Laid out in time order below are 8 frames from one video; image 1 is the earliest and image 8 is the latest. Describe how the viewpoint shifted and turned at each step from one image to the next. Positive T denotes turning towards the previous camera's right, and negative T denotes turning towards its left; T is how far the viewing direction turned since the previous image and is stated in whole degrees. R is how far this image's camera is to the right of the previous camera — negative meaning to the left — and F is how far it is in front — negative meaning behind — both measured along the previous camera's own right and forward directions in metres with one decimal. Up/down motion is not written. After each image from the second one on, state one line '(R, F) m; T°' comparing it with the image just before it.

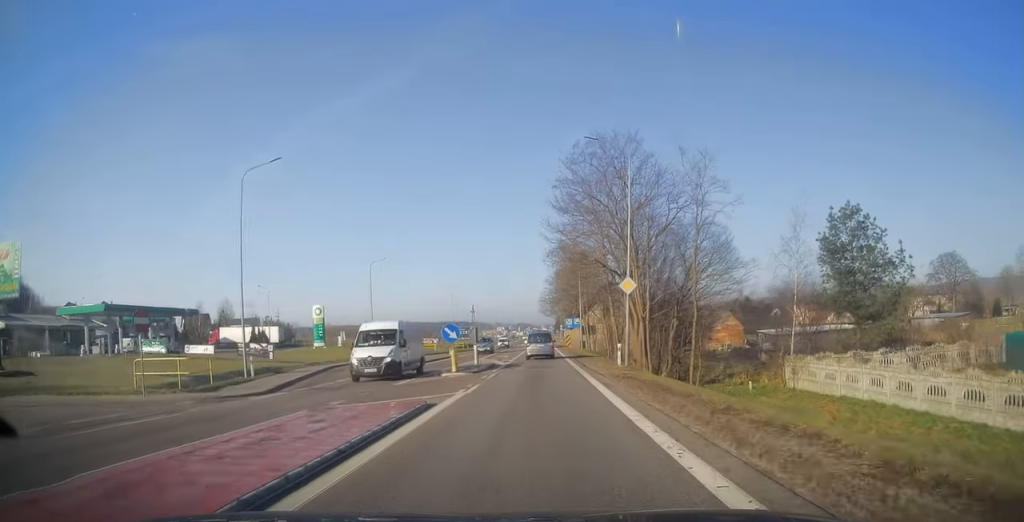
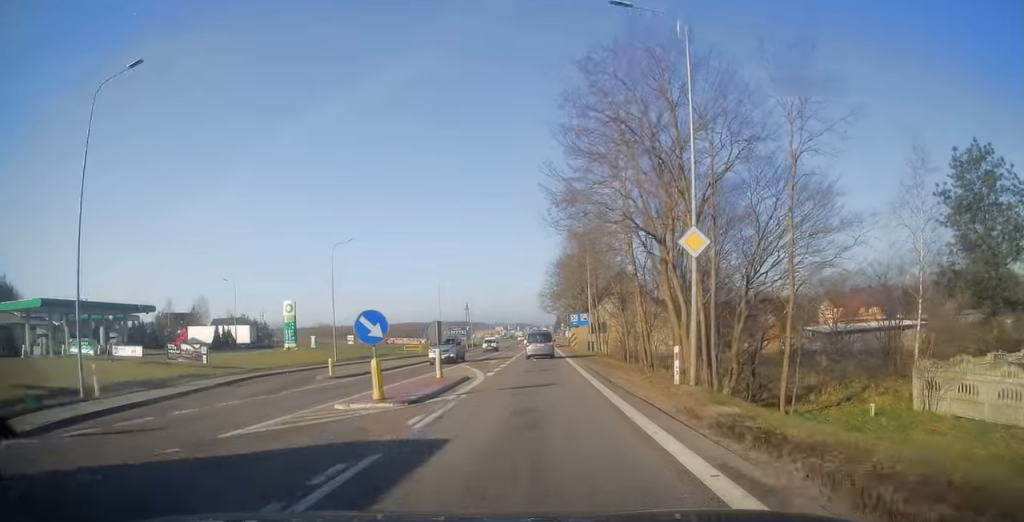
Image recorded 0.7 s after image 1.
(-0.1, +12.0) m; 0°
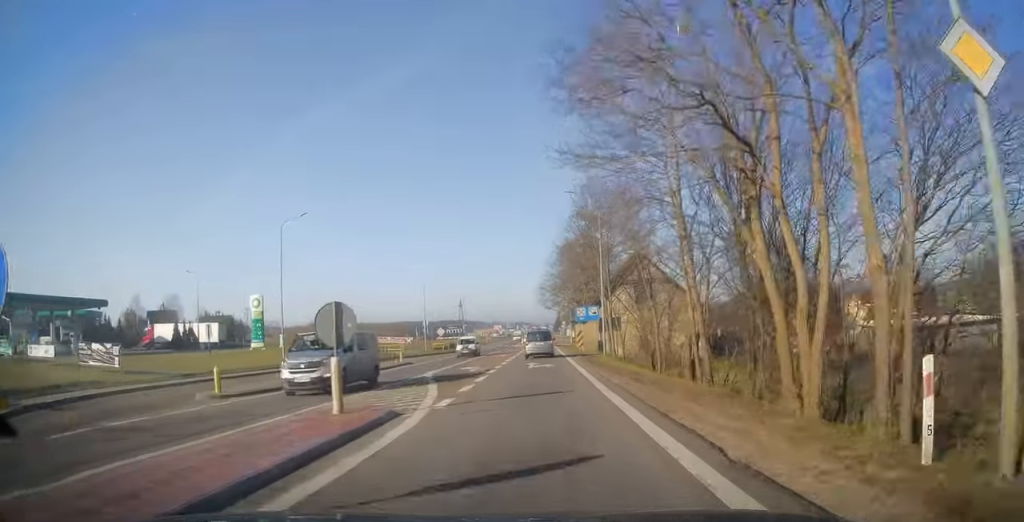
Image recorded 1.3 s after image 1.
(0.0, +10.8) m; 0°
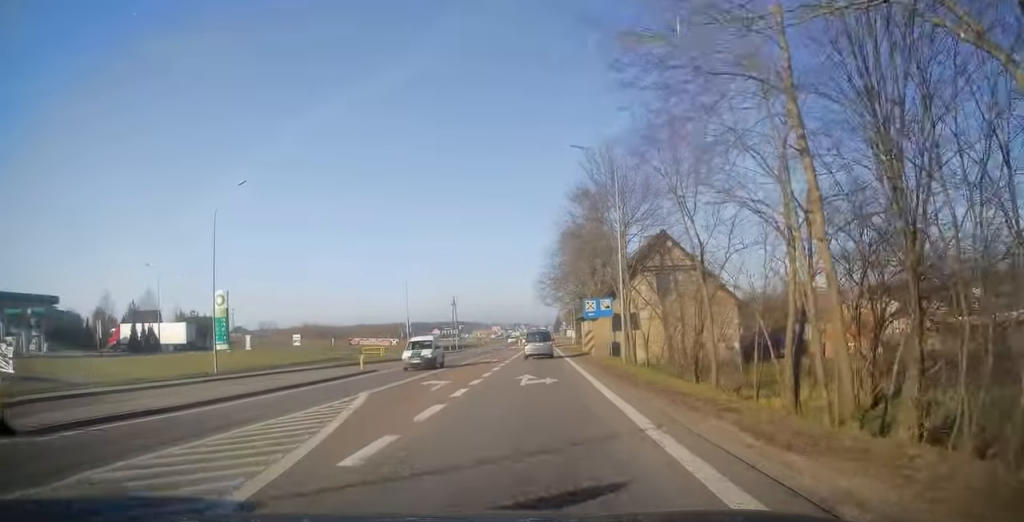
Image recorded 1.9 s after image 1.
(0.0, +9.3) m; 0°
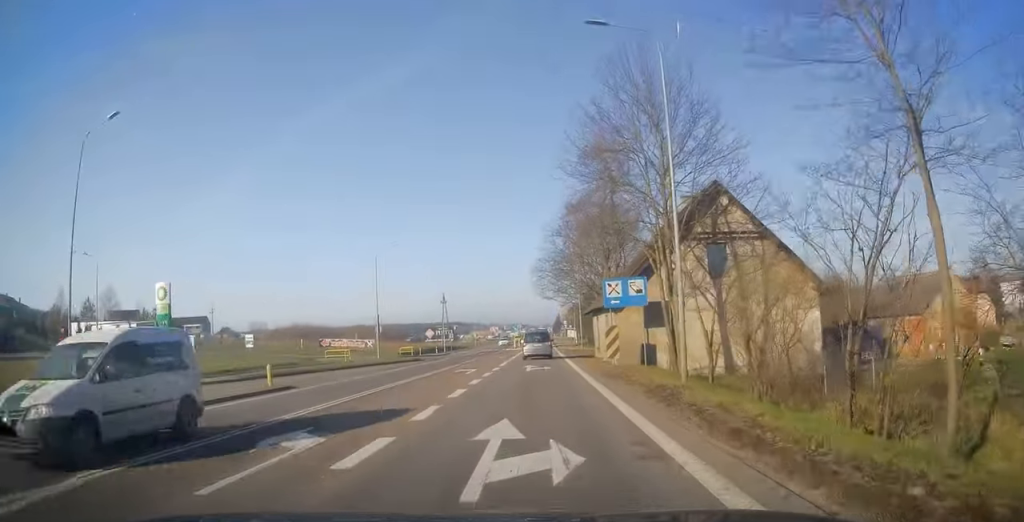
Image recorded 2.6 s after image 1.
(0.0, +12.1) m; 0°
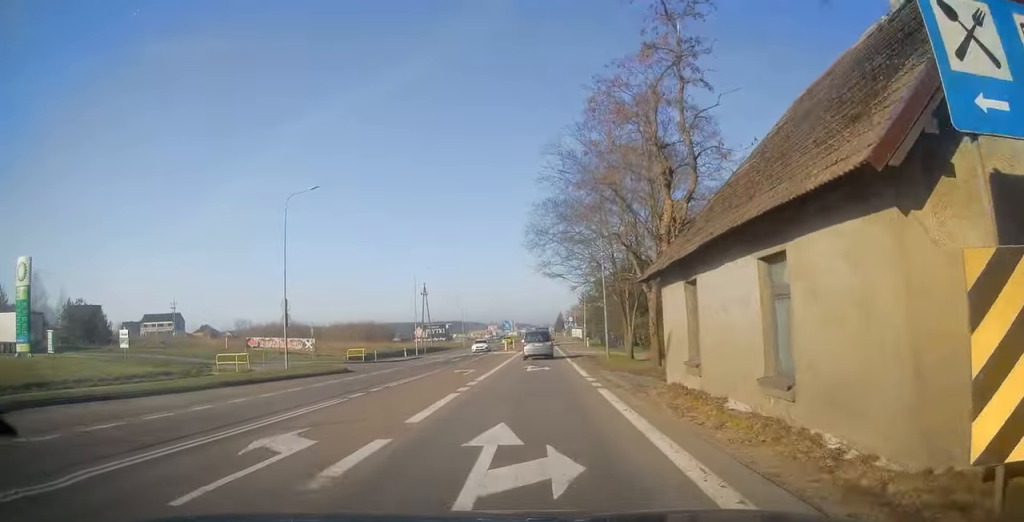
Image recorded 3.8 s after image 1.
(-0.1, +20.7) m; 0°
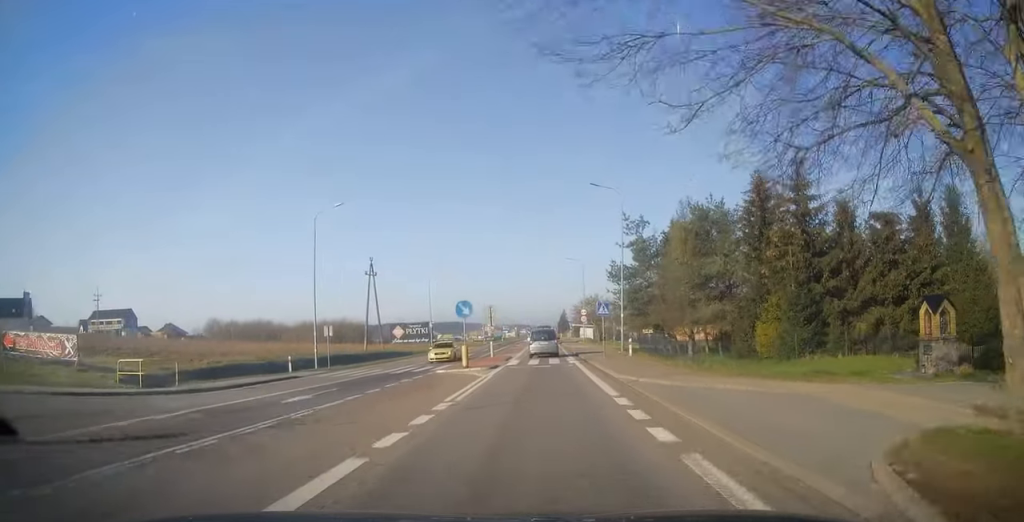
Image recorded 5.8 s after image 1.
(0.0, +31.6) m; 0°
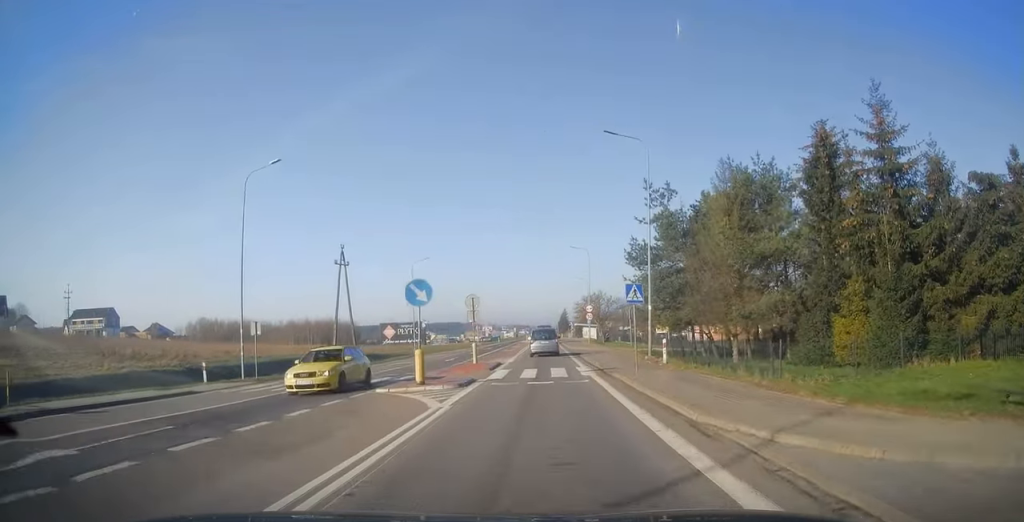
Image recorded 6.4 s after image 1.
(0.0, +9.9) m; 0°
